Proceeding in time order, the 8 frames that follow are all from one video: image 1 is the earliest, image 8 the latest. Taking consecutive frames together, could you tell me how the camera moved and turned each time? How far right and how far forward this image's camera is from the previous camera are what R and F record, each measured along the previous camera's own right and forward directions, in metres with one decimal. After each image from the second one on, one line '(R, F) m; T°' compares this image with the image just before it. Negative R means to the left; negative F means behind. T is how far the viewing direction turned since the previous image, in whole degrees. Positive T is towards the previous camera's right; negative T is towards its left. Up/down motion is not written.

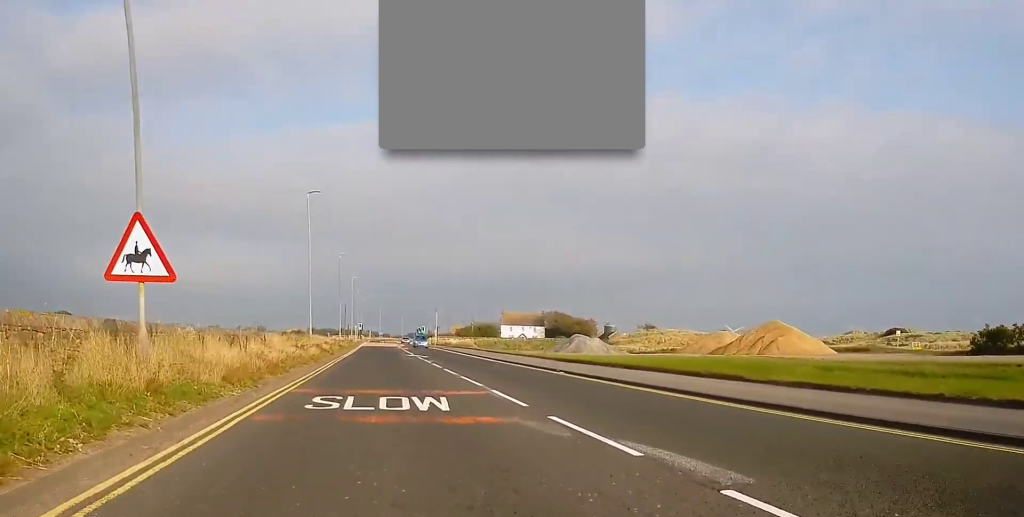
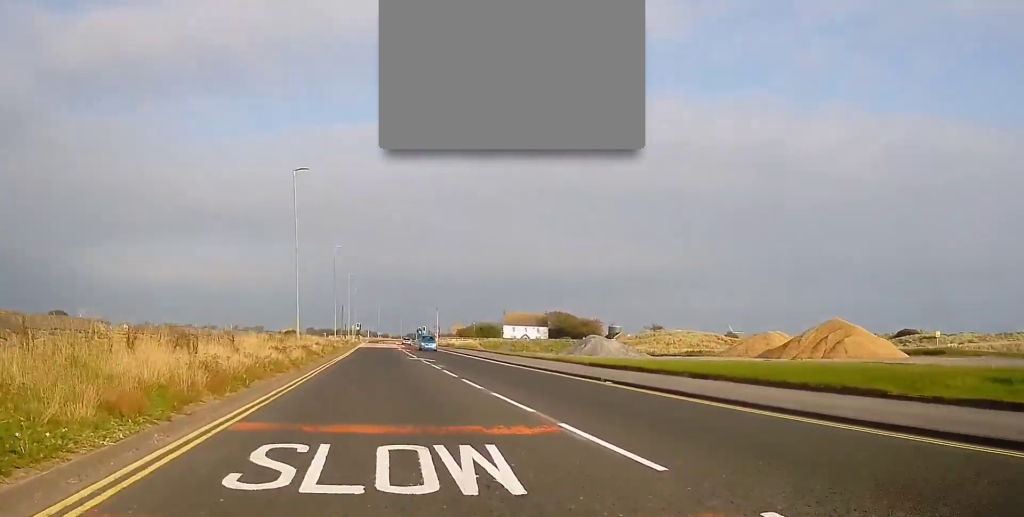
(+0.3, +7.0) m; 0°
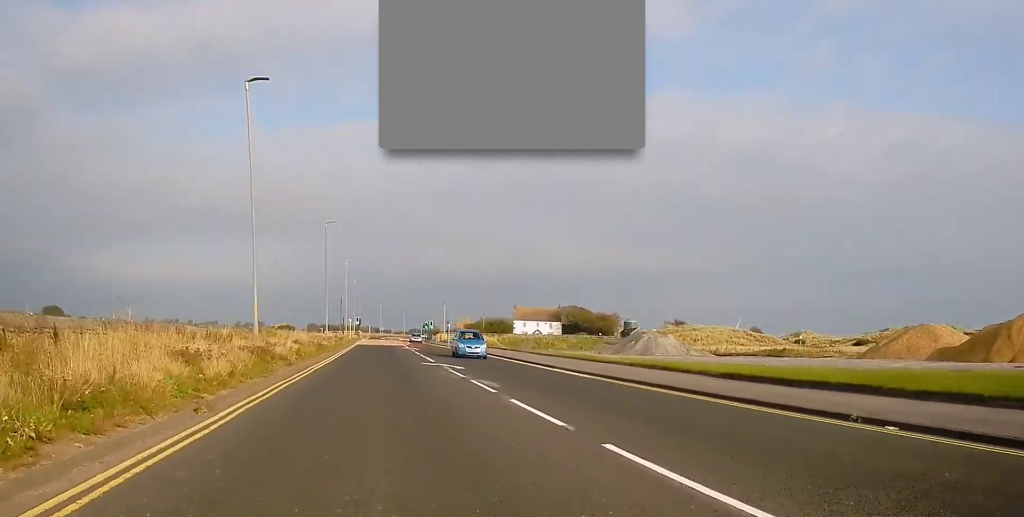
(-0.5, +15.1) m; 0°
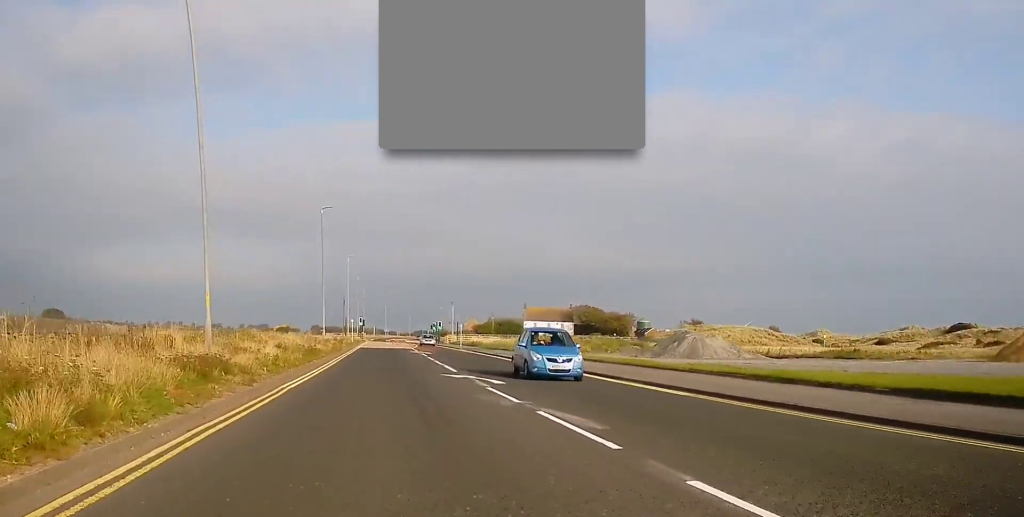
(+0.3, +8.6) m; 0°
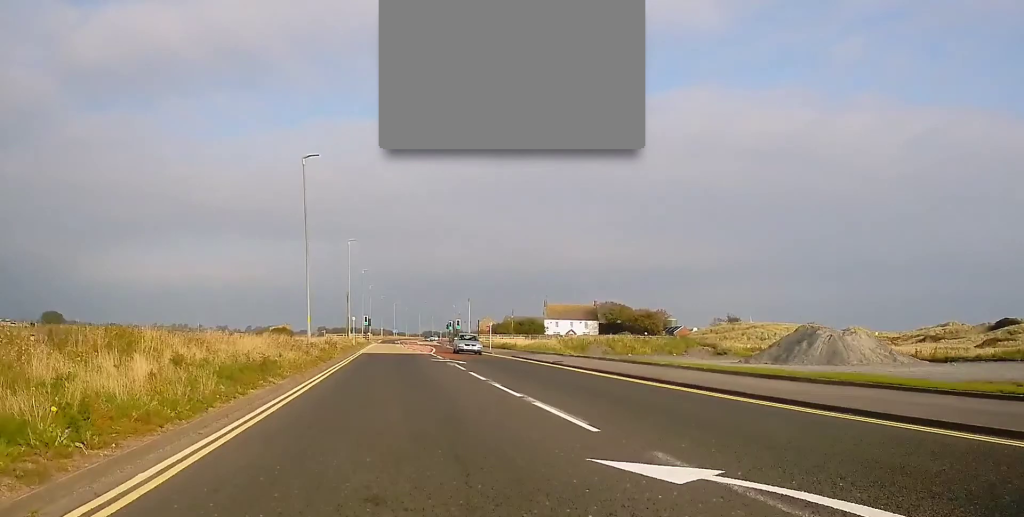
(-0.4, +17.2) m; -1°
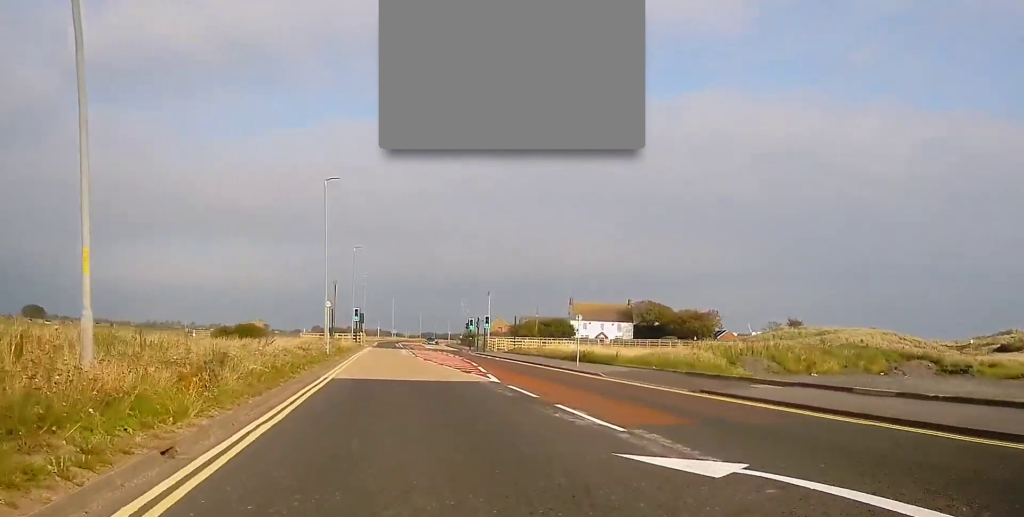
(+0.1, +30.7) m; 0°
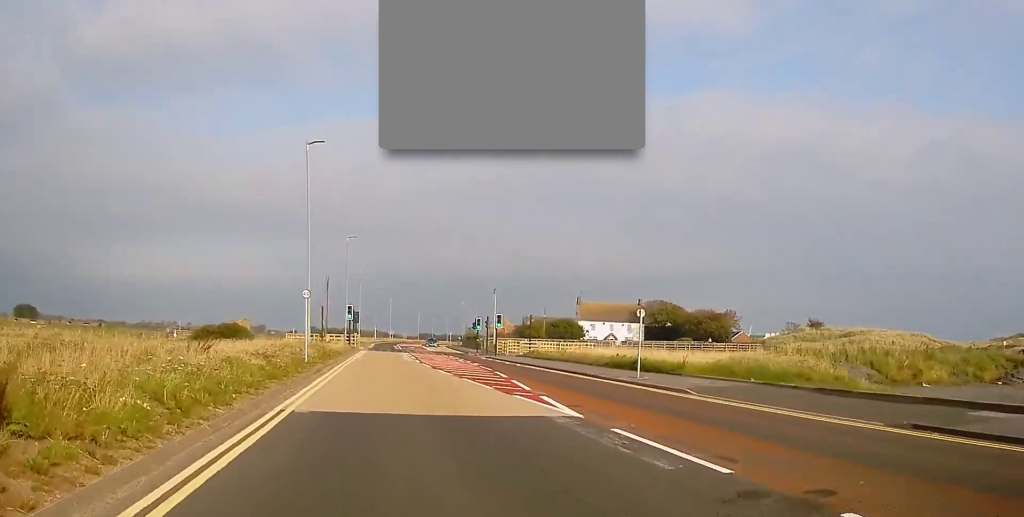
(+0.1, +9.5) m; +1°
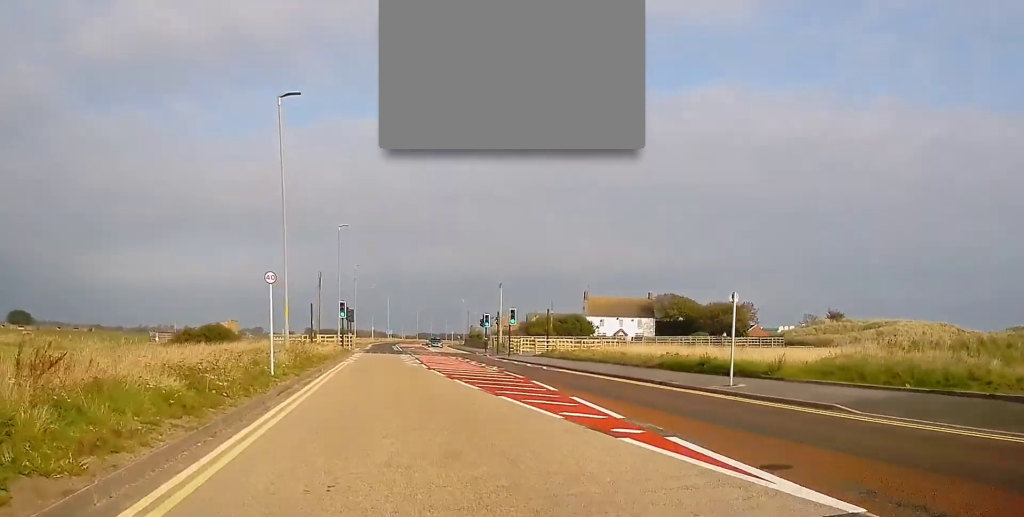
(0.0, +7.7) m; 0°
